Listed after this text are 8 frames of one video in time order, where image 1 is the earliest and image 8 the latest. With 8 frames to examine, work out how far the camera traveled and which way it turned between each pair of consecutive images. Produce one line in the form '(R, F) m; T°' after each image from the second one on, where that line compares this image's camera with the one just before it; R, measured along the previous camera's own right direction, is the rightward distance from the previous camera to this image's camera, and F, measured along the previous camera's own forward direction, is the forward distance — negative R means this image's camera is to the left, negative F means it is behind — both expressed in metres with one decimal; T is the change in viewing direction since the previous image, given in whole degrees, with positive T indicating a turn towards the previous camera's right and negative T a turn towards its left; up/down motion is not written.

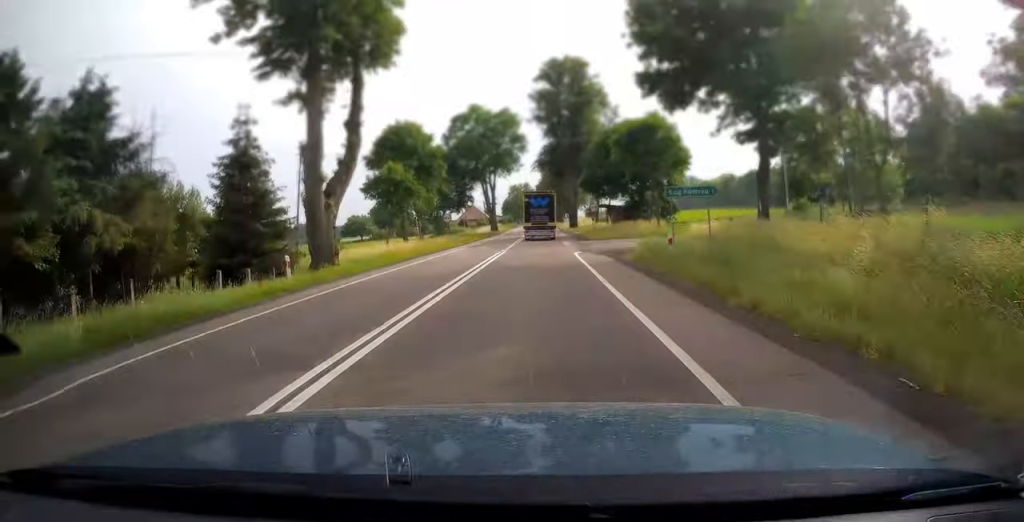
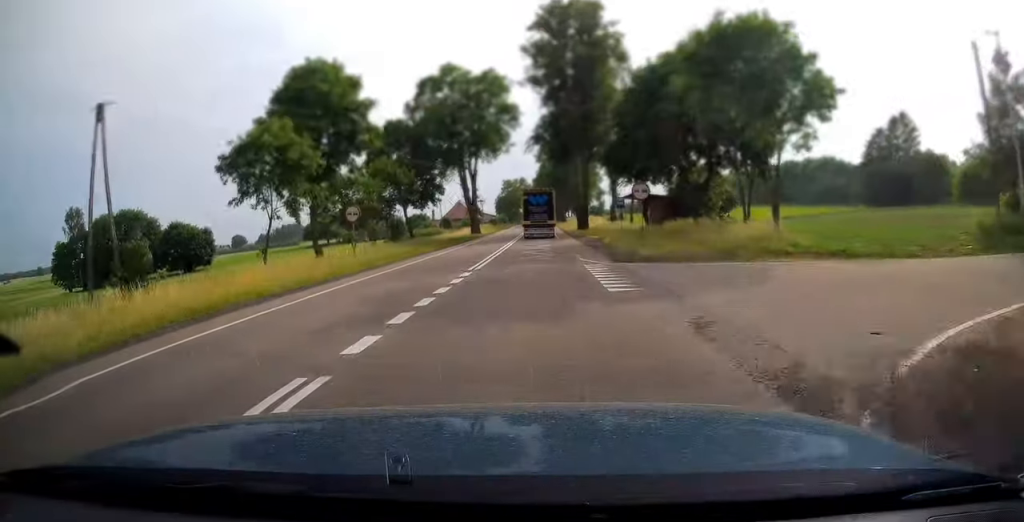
(+0.3, +25.4) m; 0°
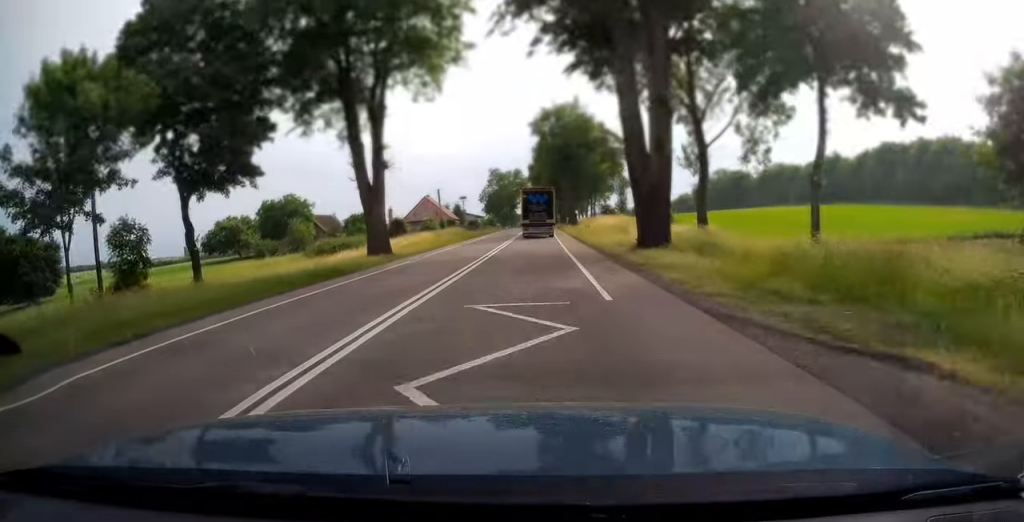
(-0.2, +42.9) m; 0°
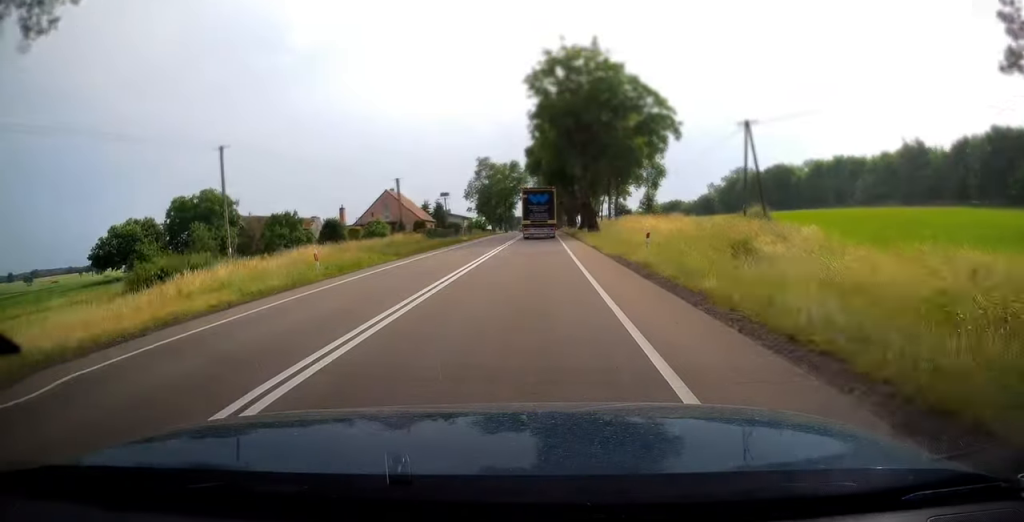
(0.0, +27.8) m; 0°
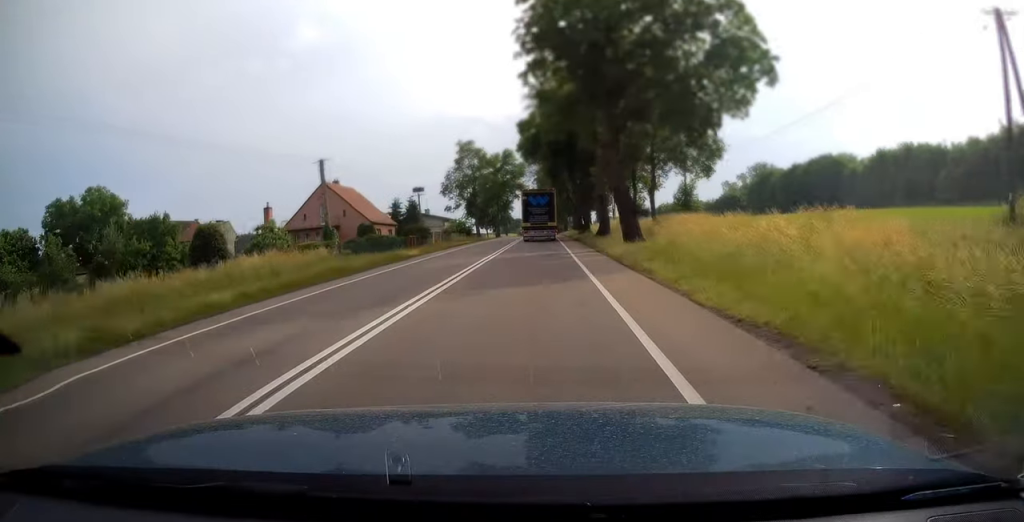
(0.0, +23.4) m; 0°
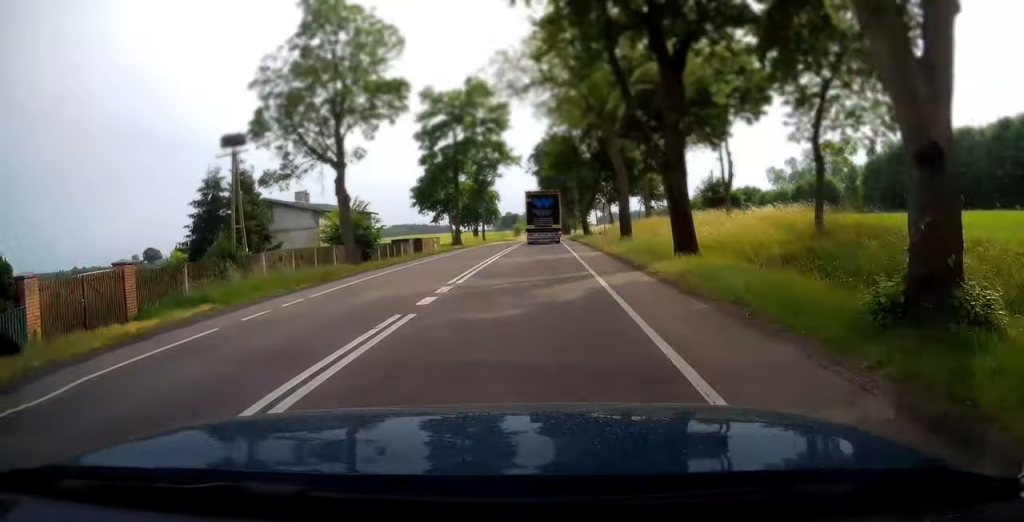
(-0.1, +54.1) m; 0°
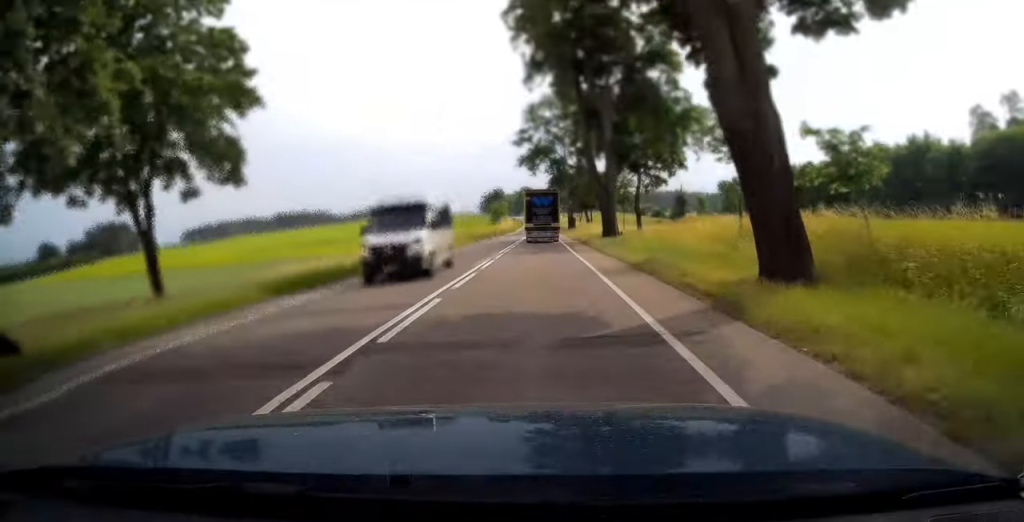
(0.0, +114.0) m; 0°
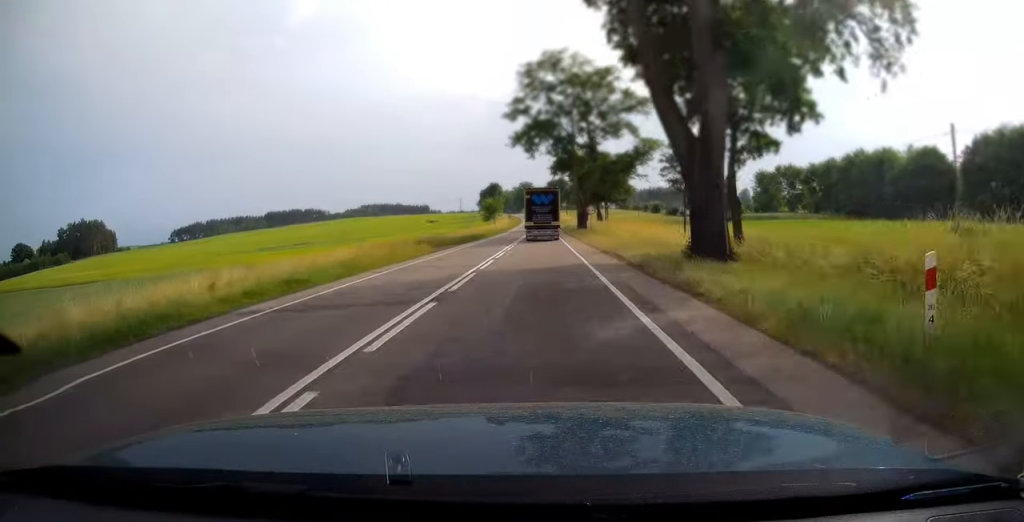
(0.0, +24.7) m; 0°
